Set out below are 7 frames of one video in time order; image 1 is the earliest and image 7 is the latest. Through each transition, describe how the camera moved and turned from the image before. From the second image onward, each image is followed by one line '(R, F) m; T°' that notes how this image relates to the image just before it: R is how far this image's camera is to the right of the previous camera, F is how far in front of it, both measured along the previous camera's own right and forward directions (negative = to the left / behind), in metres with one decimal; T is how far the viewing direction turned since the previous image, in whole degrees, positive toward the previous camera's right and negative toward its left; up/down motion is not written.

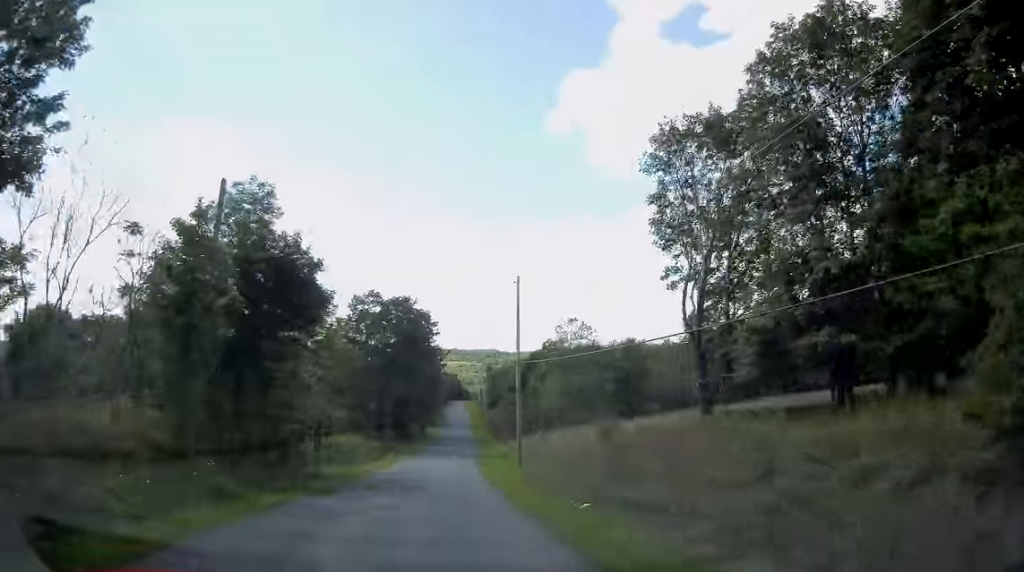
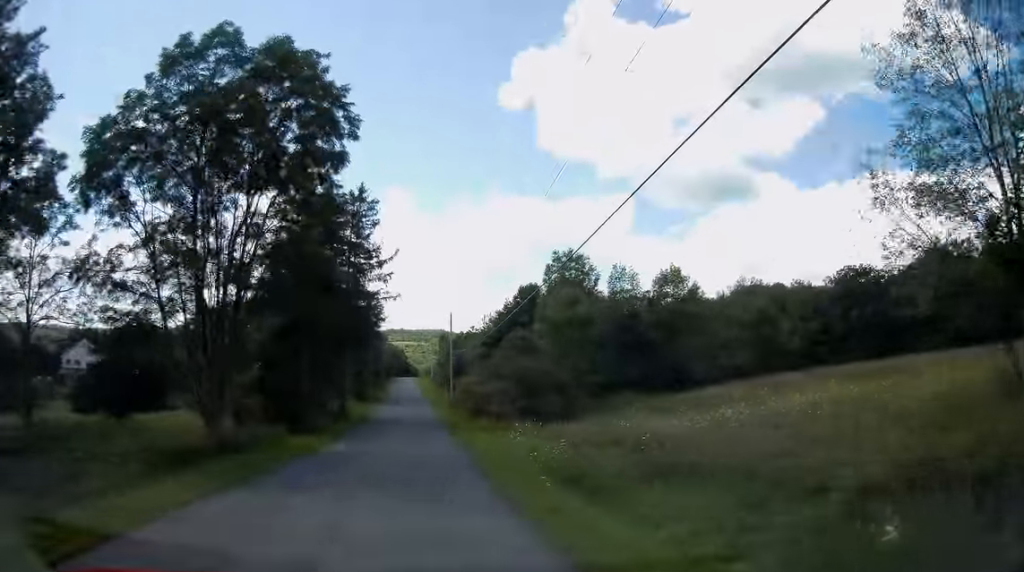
(+1.1, +41.4) m; +4°
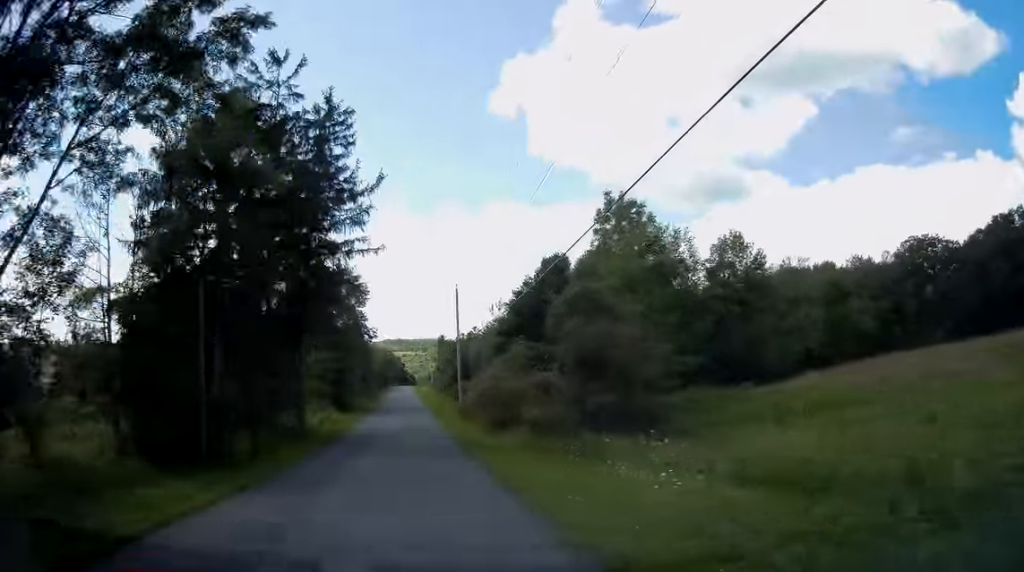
(+0.3, +16.6) m; +2°
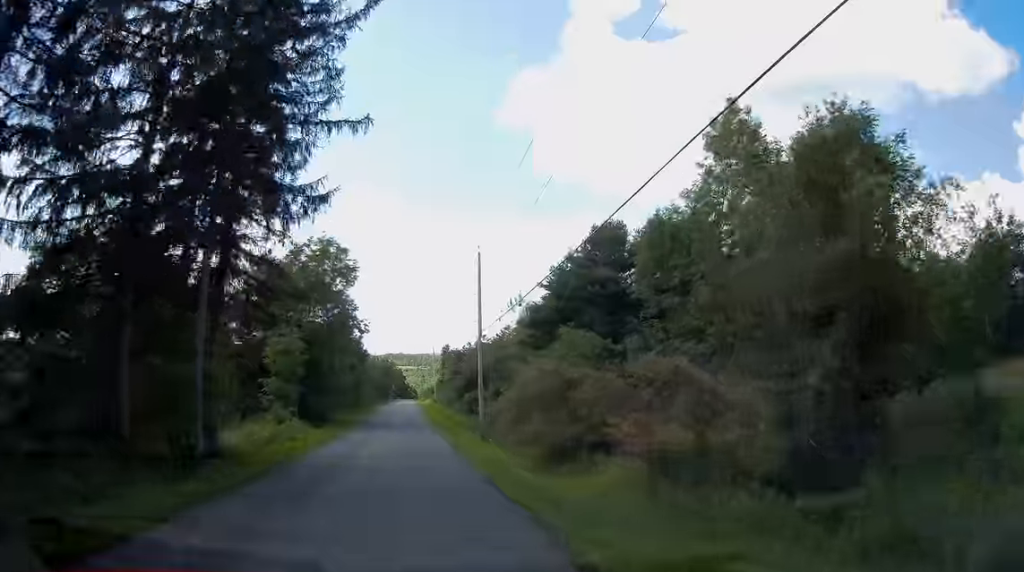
(+0.2, +15.3) m; +1°
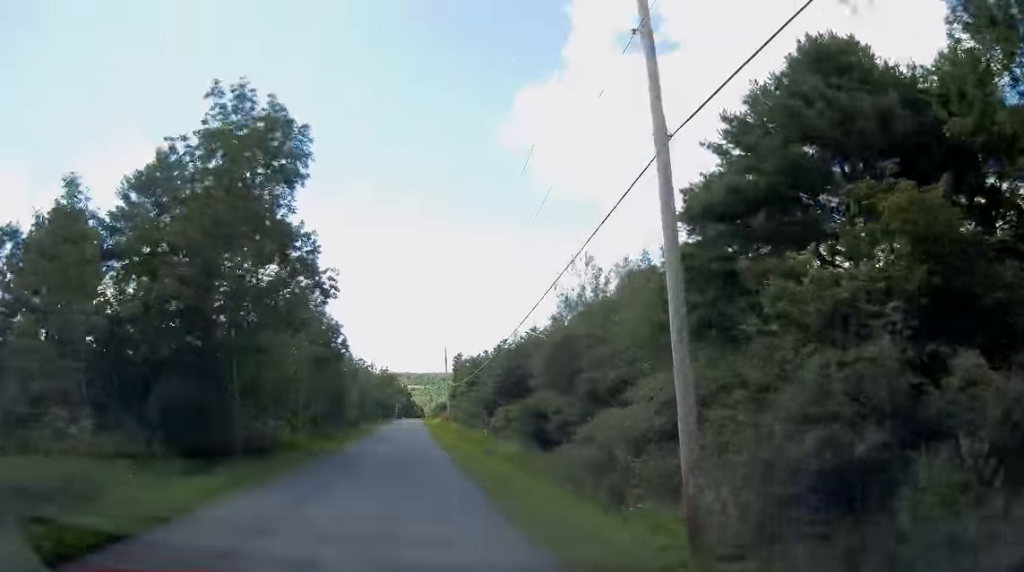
(-0.1, +26.1) m; -1°
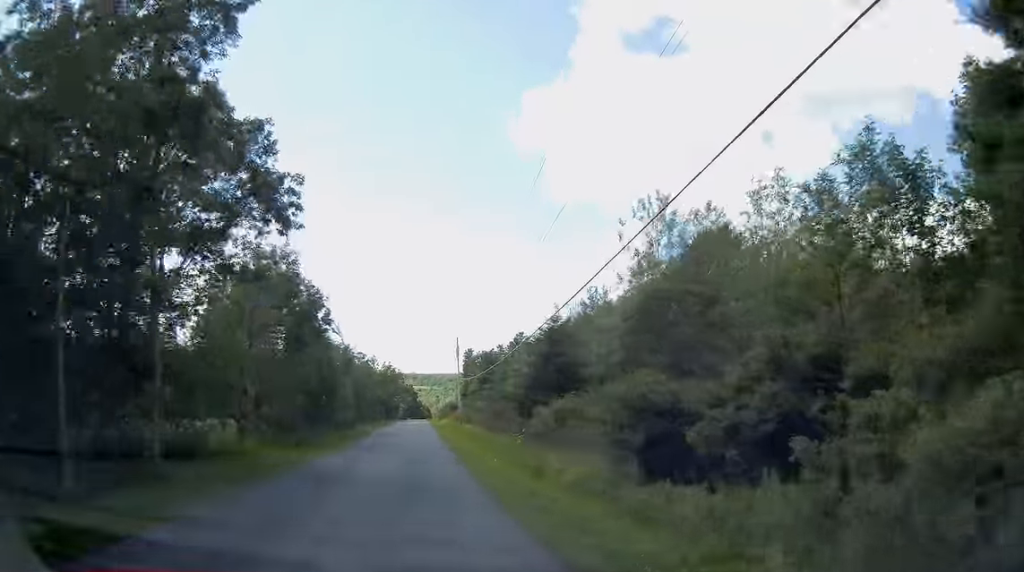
(-0.1, +13.1) m; 0°
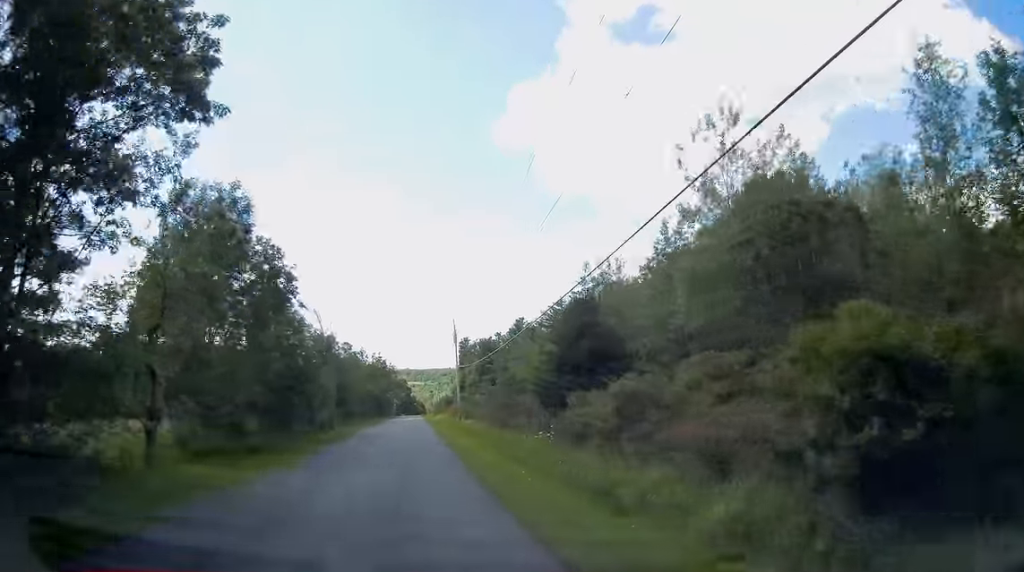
(0.0, +9.2) m; 0°
